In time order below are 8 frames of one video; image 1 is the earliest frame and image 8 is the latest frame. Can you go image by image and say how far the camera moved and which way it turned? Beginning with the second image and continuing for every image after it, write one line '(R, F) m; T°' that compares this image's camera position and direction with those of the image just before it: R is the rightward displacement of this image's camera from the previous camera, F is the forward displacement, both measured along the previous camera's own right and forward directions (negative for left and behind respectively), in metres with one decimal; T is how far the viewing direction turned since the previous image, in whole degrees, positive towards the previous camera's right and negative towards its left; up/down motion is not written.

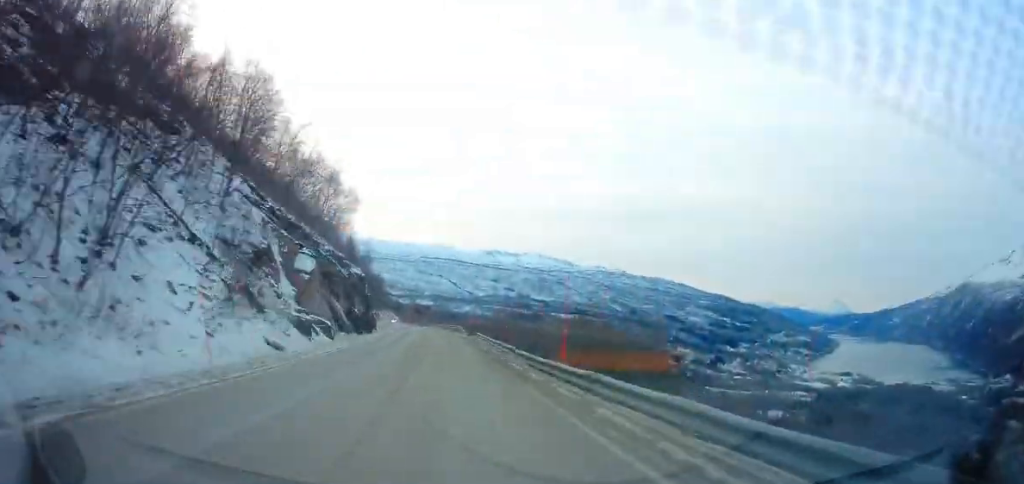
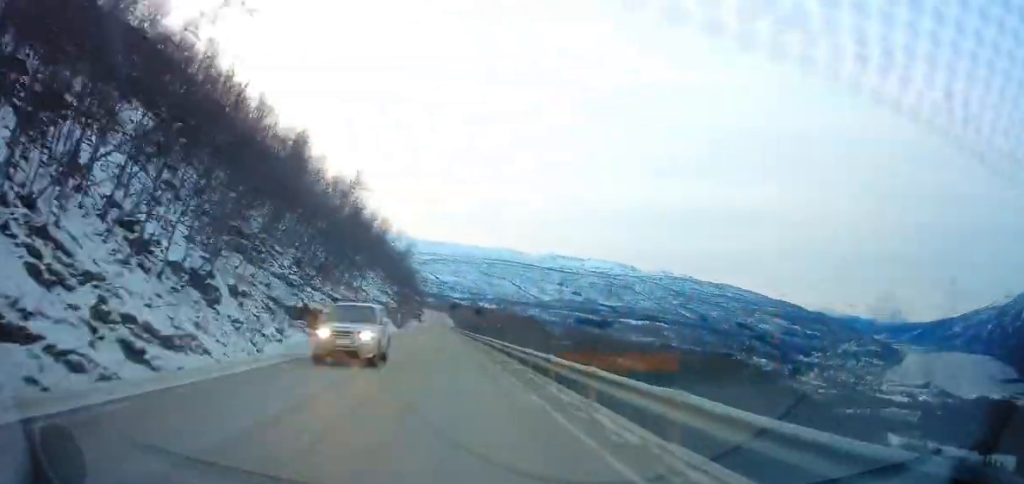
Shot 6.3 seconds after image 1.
(-6.8, +177.6) m; -4°
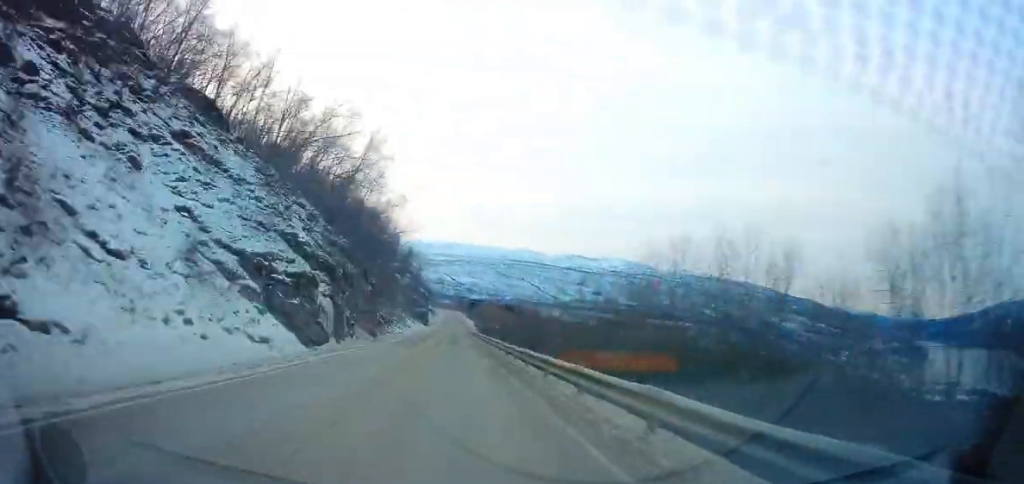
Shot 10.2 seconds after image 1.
(-2.7, +120.6) m; -3°
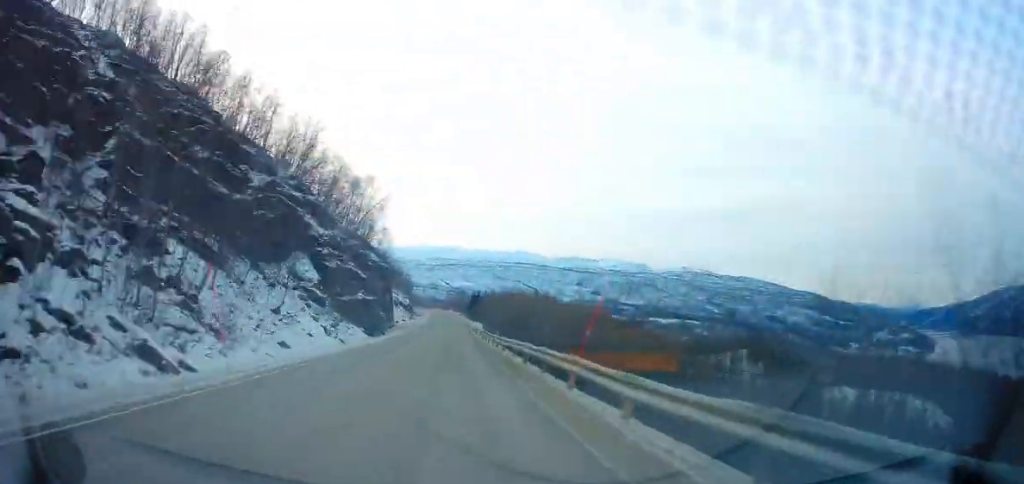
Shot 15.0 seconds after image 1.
(-4.4, +161.9) m; -3°
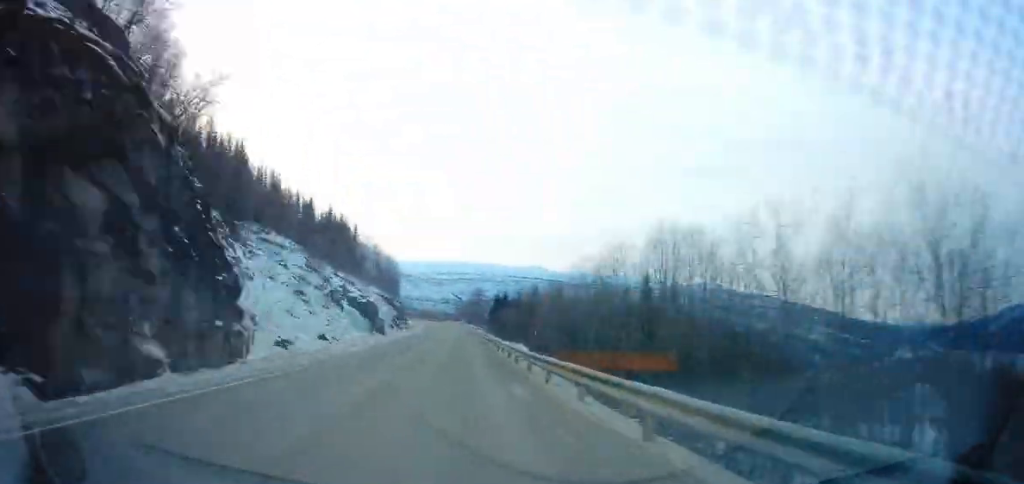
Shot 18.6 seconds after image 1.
(-1.2, +111.7) m; -4°
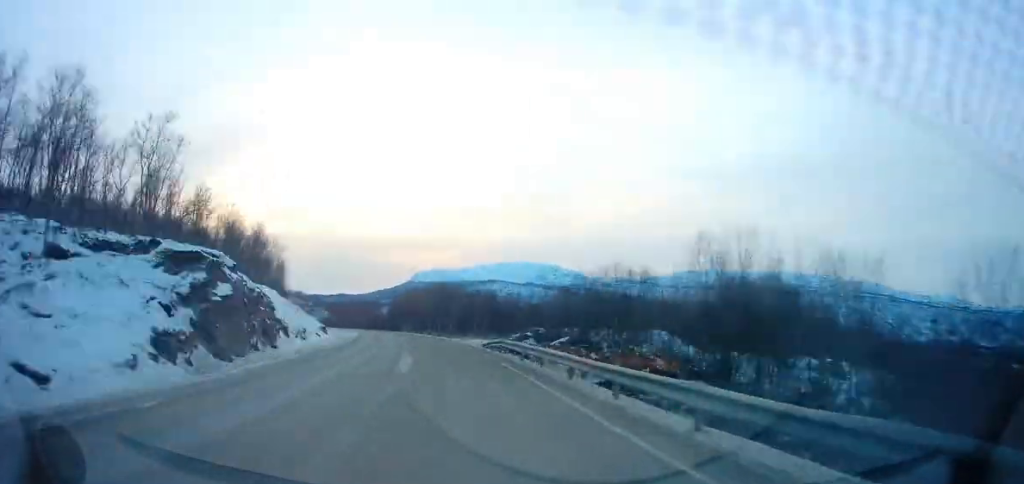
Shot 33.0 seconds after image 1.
(-84.6, +332.5) m; -31°
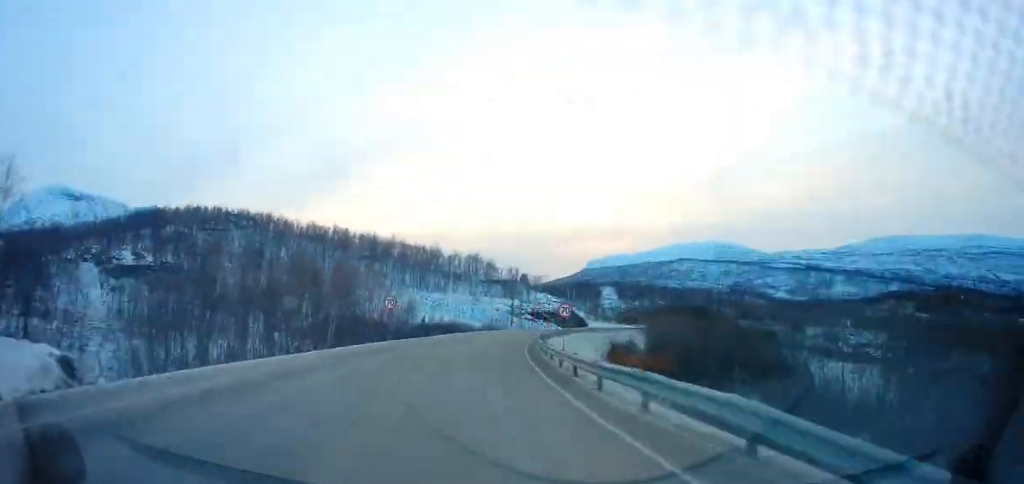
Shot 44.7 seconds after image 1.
(-34.4, +243.5) m; +5°
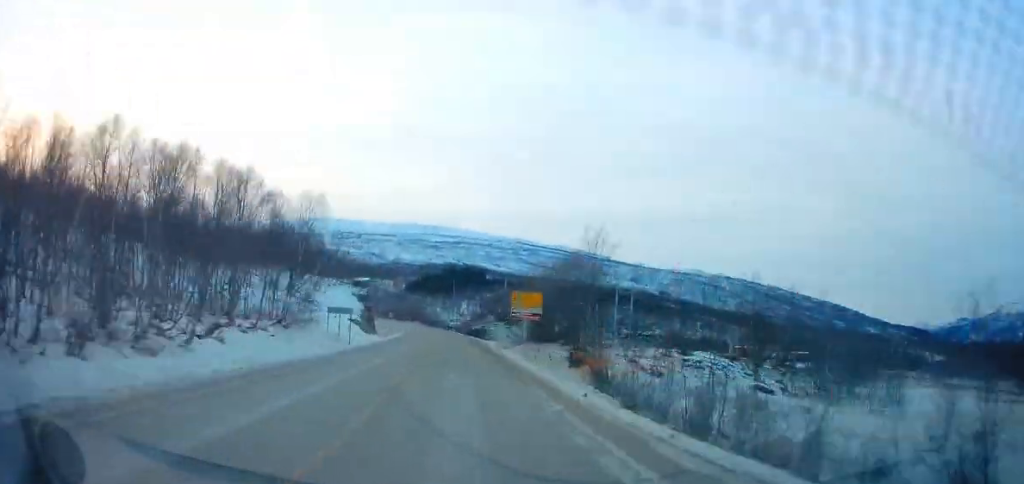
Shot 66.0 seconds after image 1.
(+189.8, +355.4) m; +31°
